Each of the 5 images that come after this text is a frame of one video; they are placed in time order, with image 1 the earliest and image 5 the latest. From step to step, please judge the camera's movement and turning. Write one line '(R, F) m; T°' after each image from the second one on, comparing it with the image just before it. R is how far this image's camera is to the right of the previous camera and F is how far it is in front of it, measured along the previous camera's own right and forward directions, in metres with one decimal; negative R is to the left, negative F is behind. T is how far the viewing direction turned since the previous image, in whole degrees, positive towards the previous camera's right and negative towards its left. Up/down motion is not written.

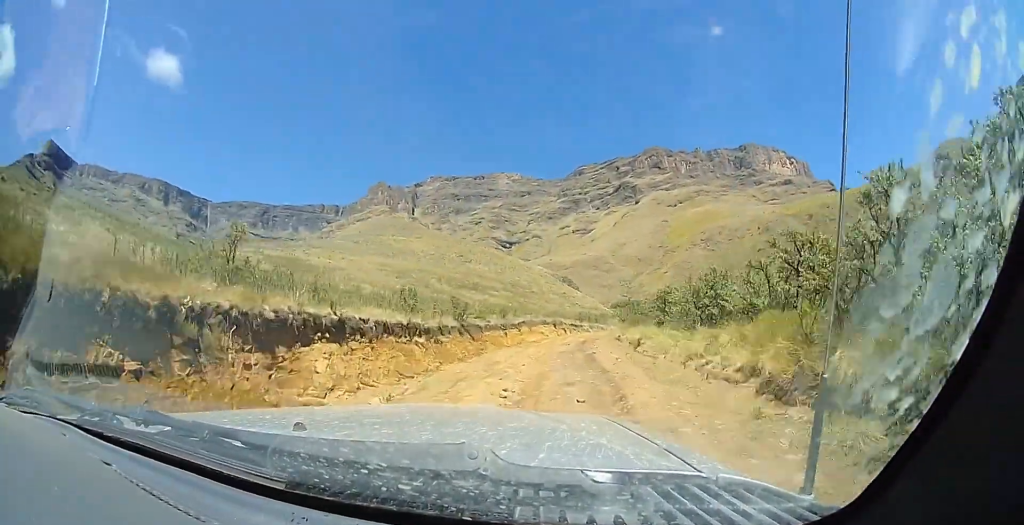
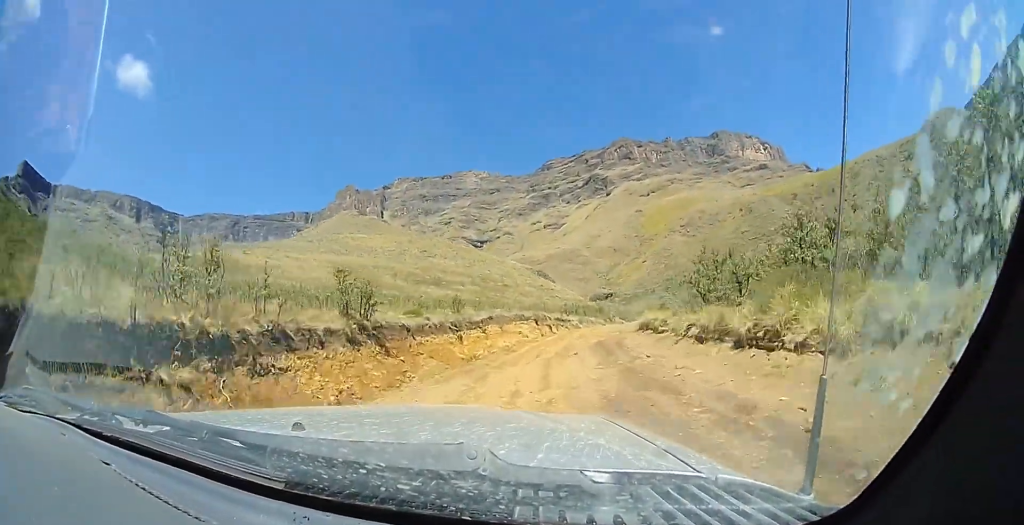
(+0.4, +15.3) m; +3°
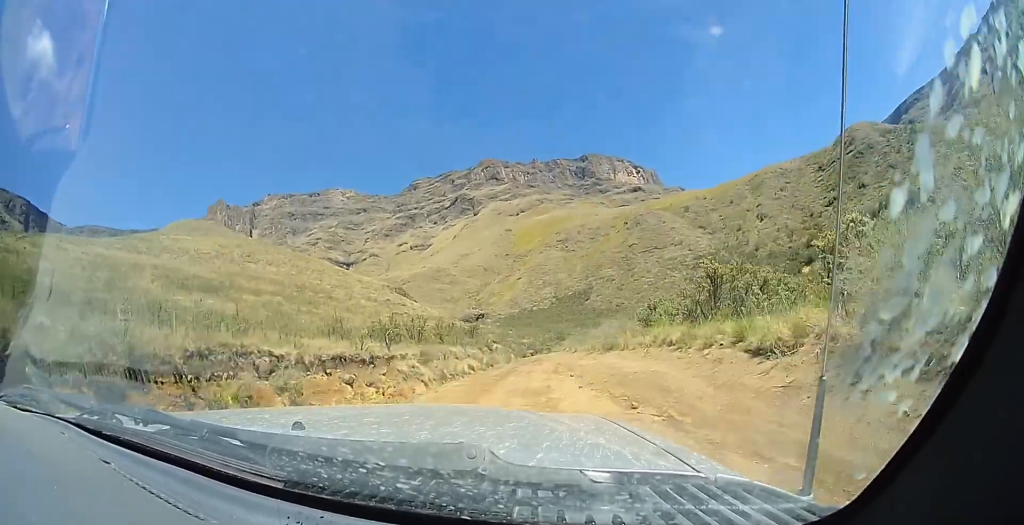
(+5.2, +35.8) m; +15°
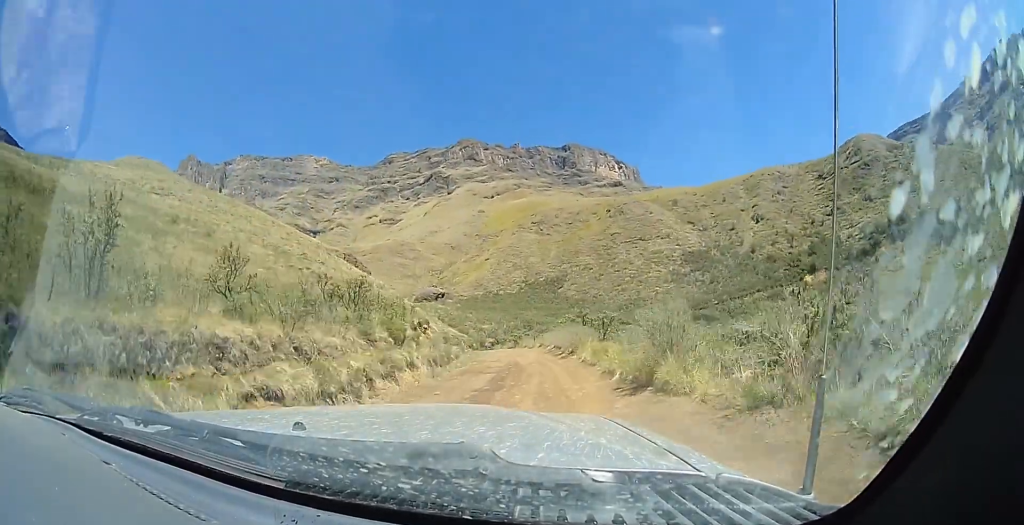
(+1.1, +24.3) m; +4°
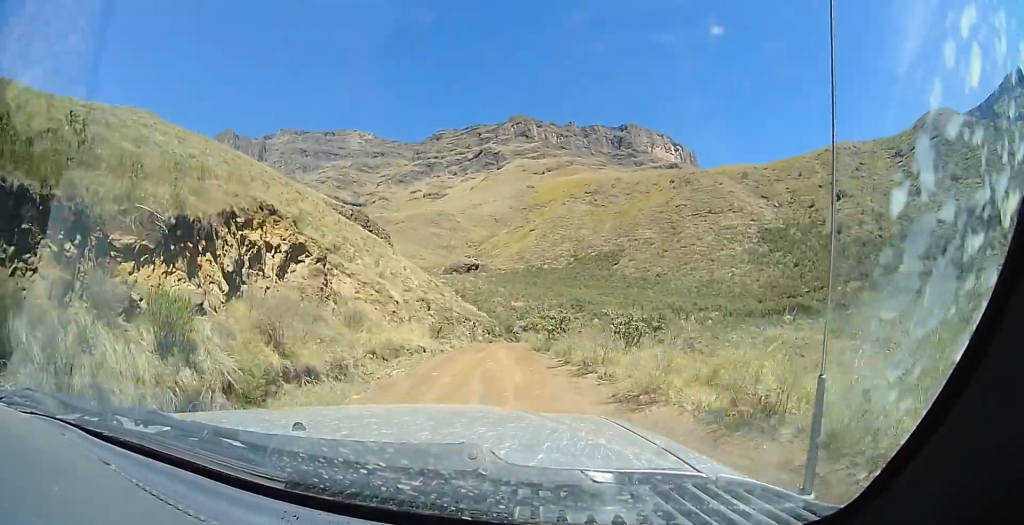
(-1.4, +31.5) m; -7°
